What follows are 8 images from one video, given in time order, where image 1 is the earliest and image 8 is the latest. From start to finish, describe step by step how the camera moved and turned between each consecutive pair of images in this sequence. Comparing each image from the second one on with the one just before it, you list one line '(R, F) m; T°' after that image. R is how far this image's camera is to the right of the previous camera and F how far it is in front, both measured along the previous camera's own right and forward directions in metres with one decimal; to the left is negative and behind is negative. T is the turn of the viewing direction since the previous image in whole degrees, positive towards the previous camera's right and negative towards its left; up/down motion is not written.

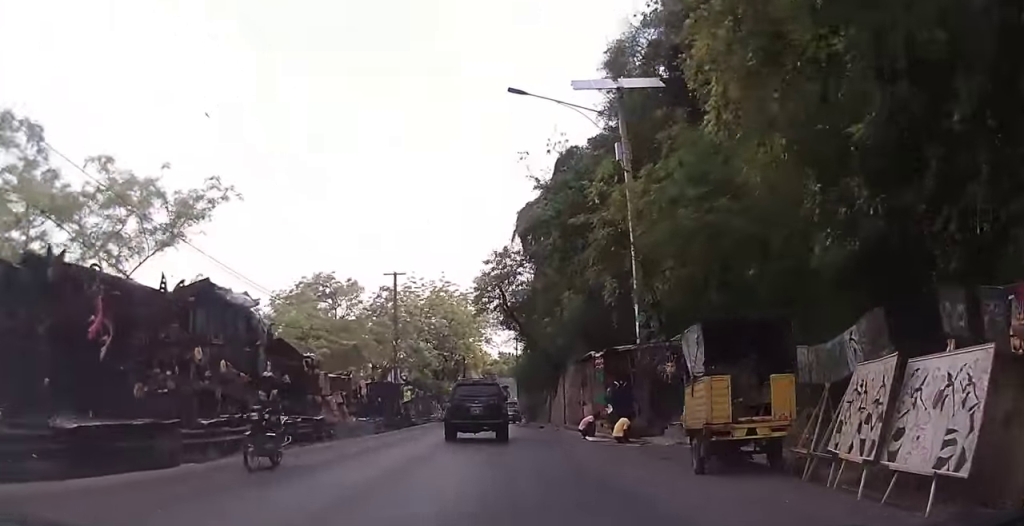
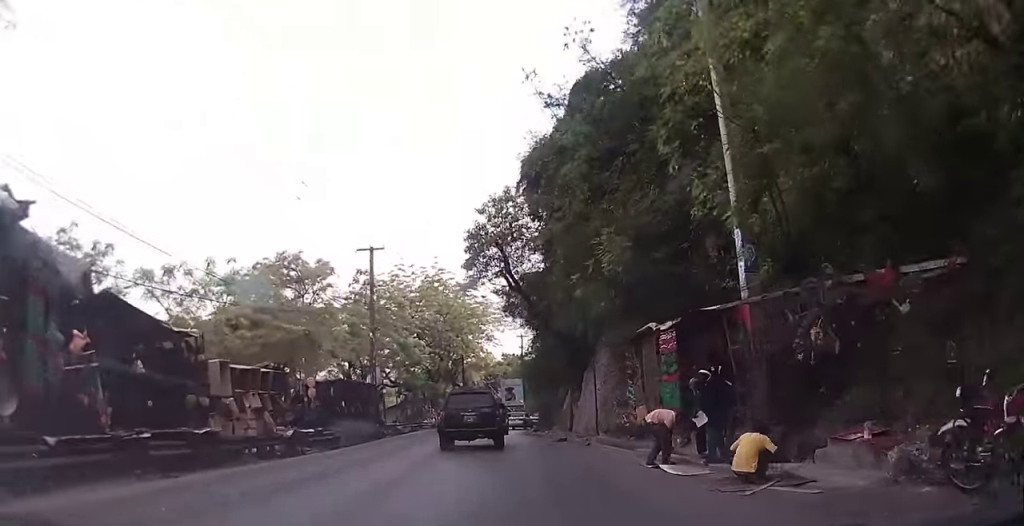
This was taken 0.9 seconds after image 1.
(-0.3, +9.3) m; 0°
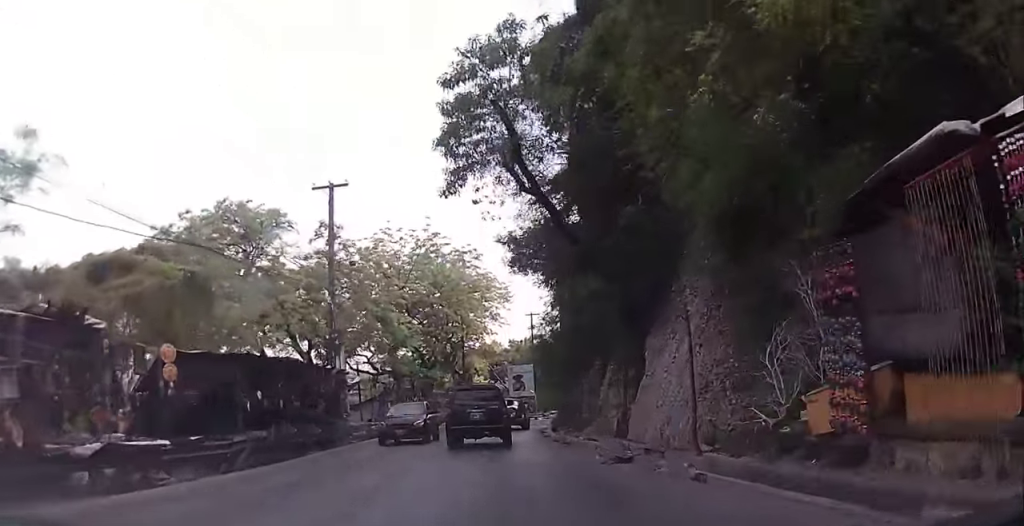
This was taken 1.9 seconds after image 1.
(+0.3, +10.5) m; +2°
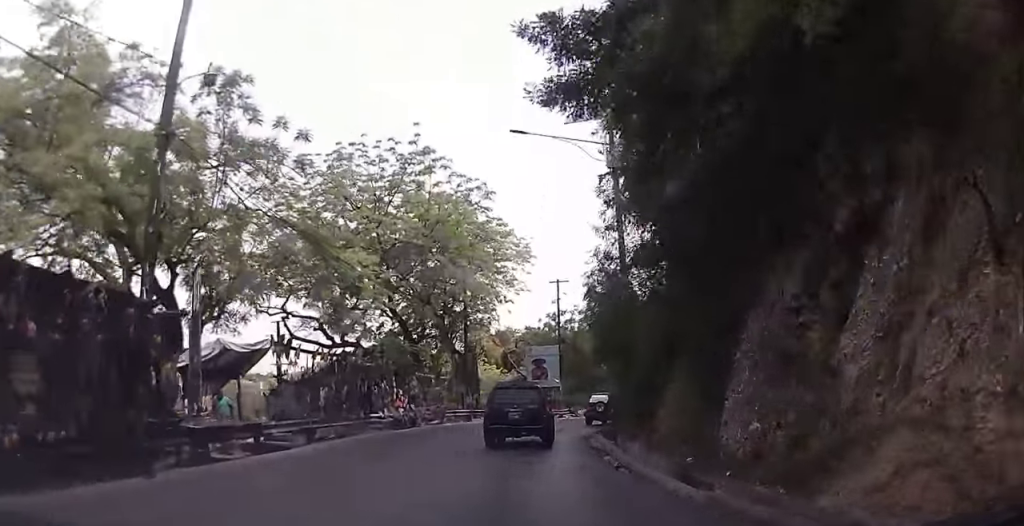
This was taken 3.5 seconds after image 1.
(+0.1, +15.5) m; -1°
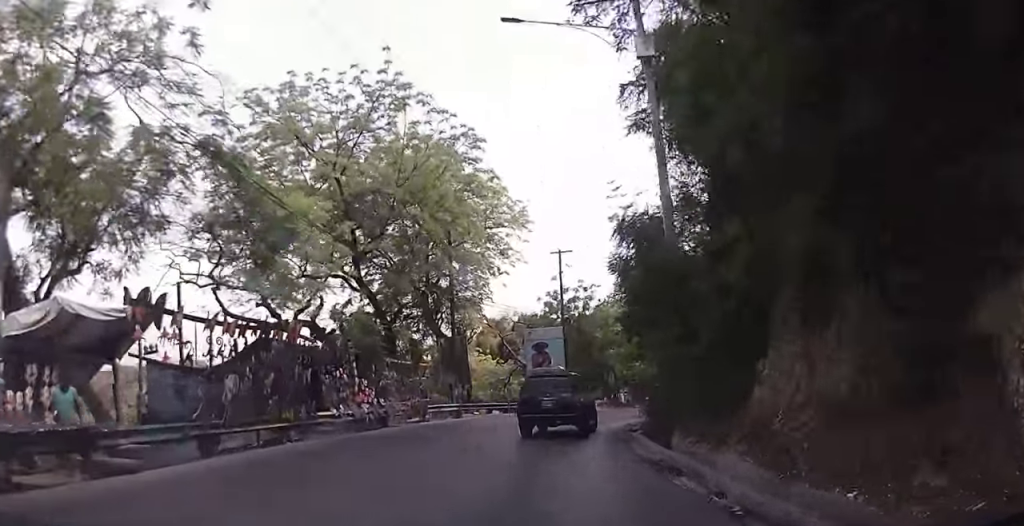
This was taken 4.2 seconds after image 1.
(-0.2, +6.9) m; -1°
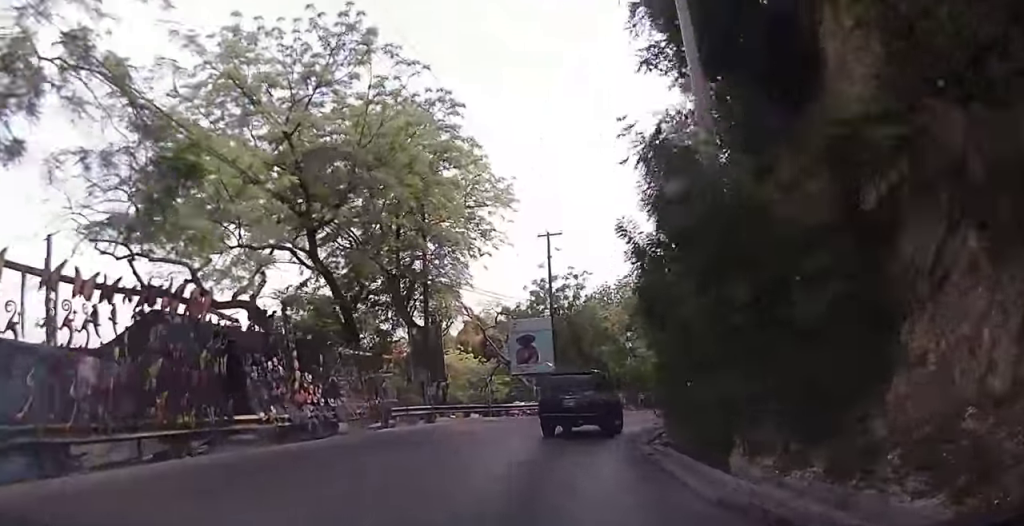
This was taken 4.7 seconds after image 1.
(0.0, +4.6) m; +2°
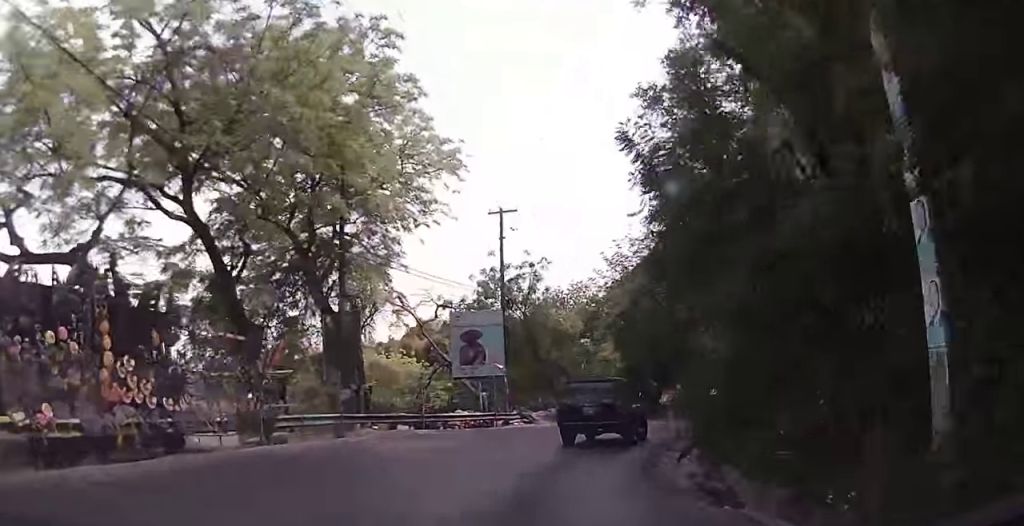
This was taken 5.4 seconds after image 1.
(-0.3, +6.9) m; +9°
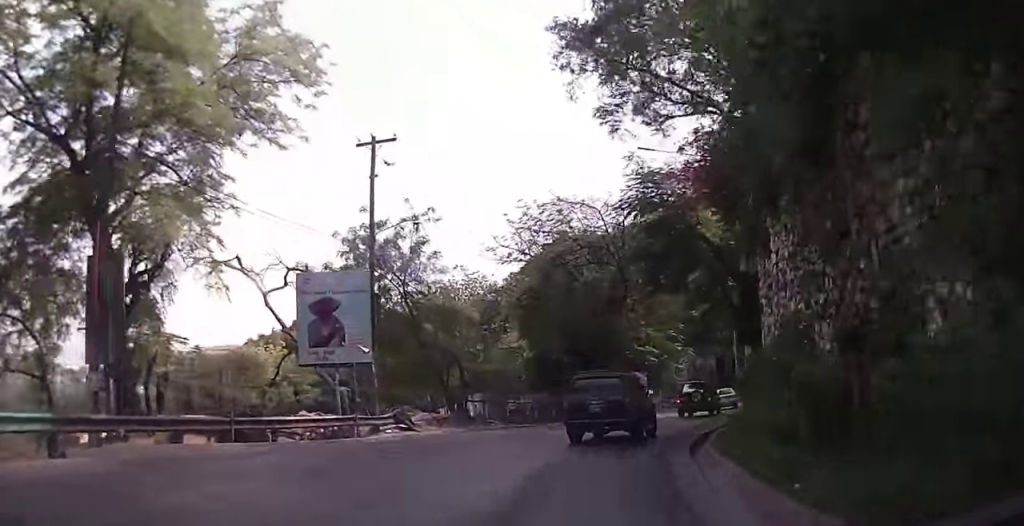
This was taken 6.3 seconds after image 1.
(+1.8, +9.1) m; +13°
